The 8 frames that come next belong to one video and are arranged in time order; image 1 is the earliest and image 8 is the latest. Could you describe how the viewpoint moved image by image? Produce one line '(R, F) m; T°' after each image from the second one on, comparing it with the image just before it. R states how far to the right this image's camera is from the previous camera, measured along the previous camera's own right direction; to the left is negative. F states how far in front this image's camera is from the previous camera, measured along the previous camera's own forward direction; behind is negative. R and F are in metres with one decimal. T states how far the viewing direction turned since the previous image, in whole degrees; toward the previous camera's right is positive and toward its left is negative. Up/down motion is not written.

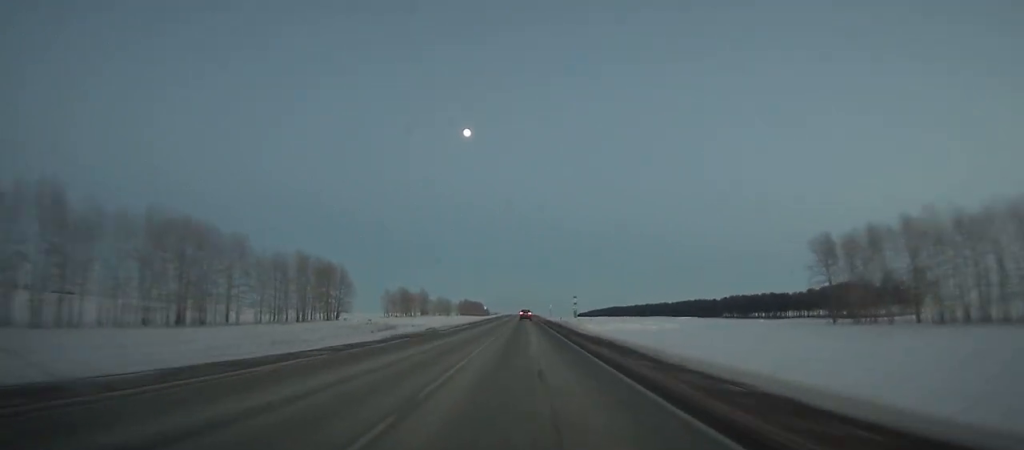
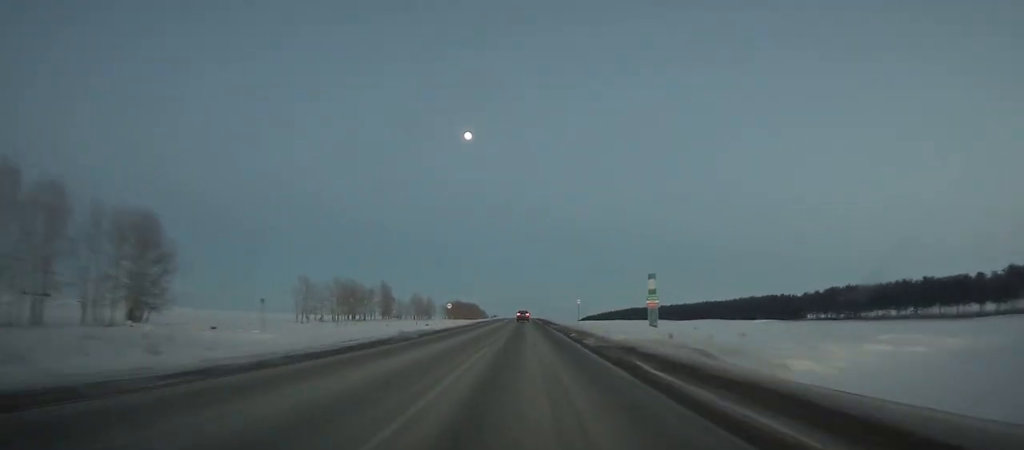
(0.0, +74.5) m; 0°
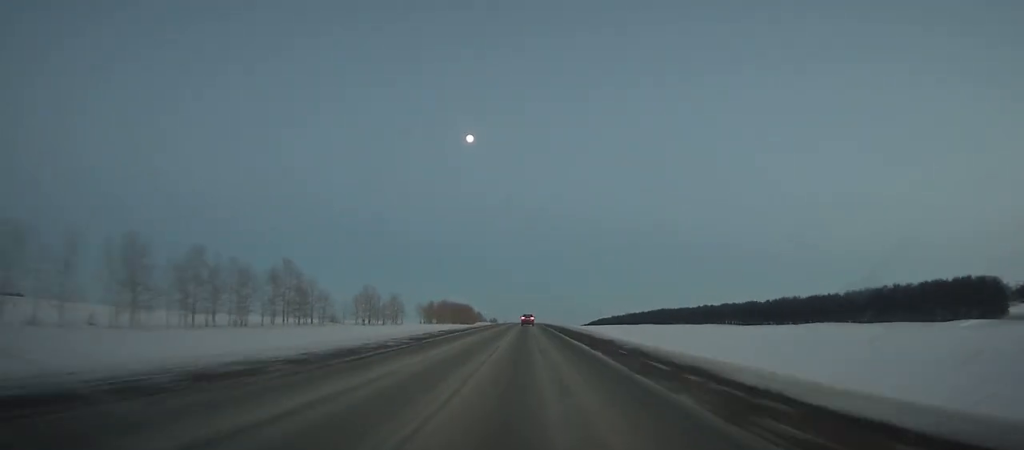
(+0.1, +81.6) m; 0°
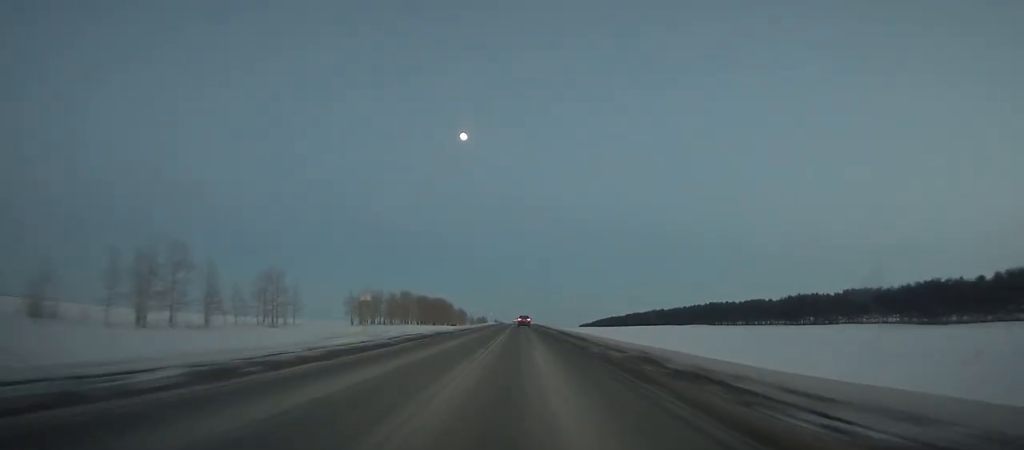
(+0.2, +99.0) m; 0°
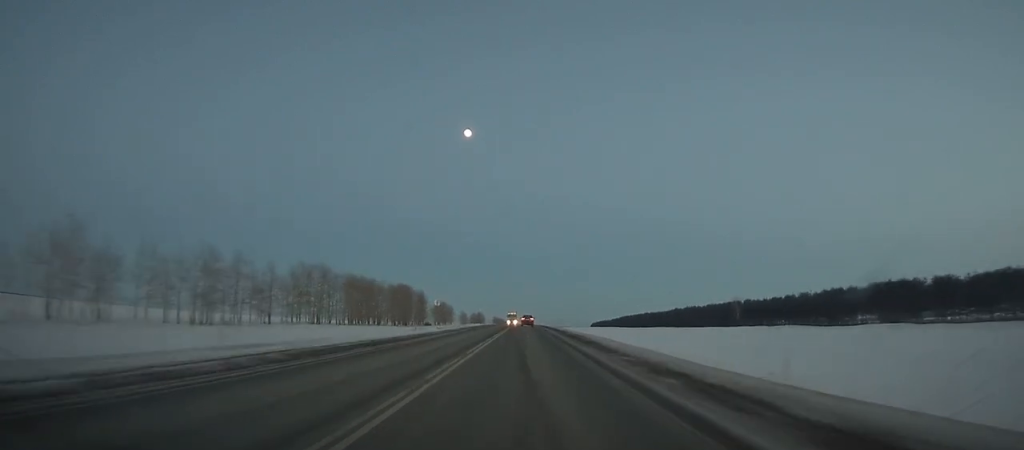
(-0.2, +117.6) m; 0°
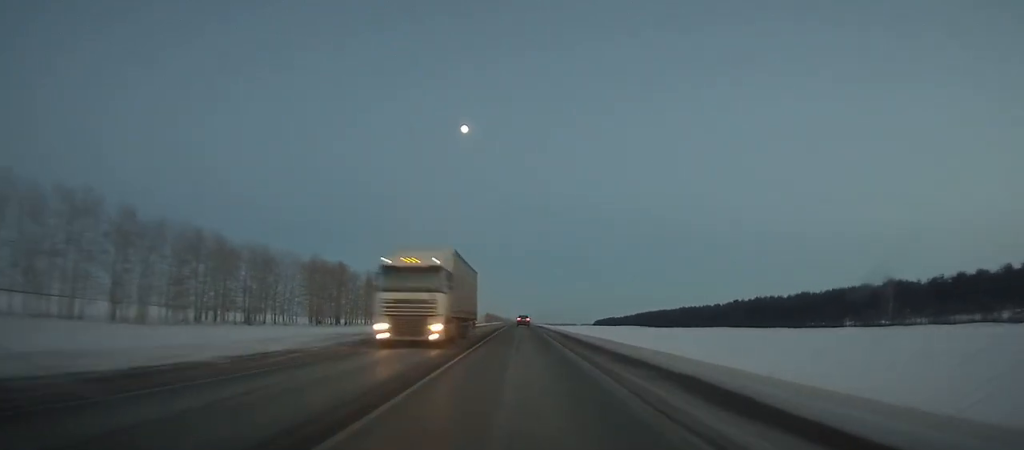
(-0.2, +84.6) m; 0°
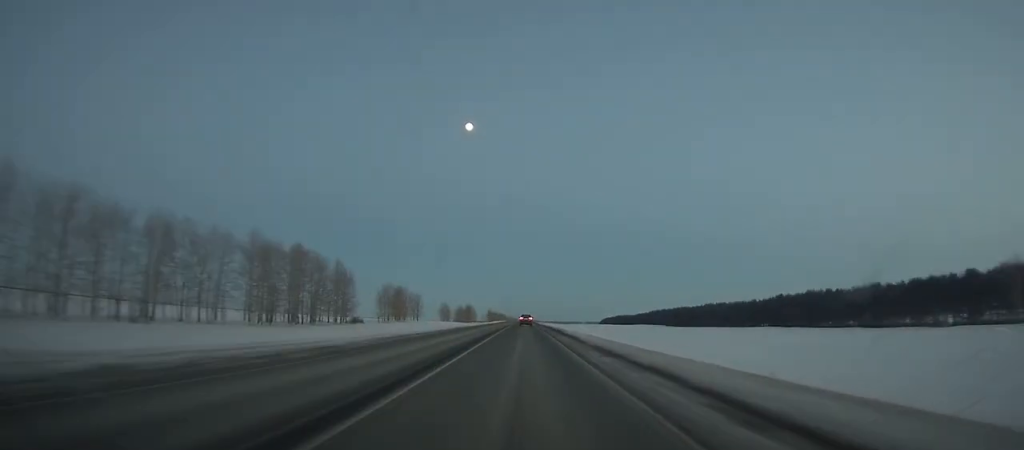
(+0.1, +31.9) m; 0°
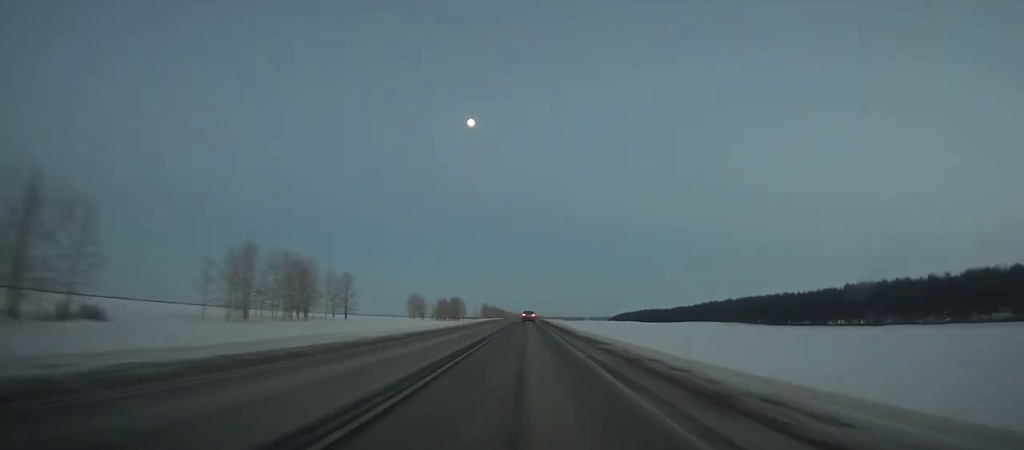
(-0.2, +105.0) m; 0°
